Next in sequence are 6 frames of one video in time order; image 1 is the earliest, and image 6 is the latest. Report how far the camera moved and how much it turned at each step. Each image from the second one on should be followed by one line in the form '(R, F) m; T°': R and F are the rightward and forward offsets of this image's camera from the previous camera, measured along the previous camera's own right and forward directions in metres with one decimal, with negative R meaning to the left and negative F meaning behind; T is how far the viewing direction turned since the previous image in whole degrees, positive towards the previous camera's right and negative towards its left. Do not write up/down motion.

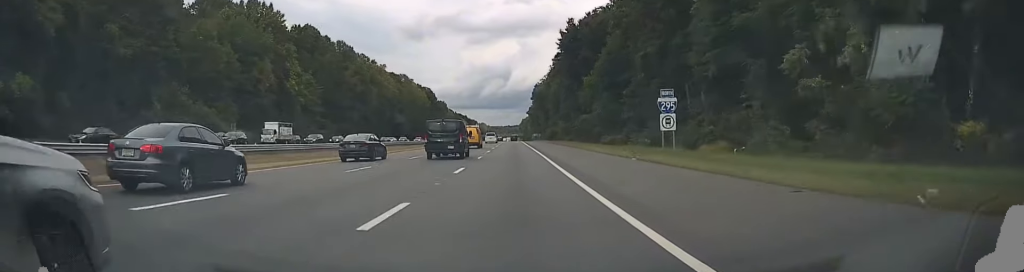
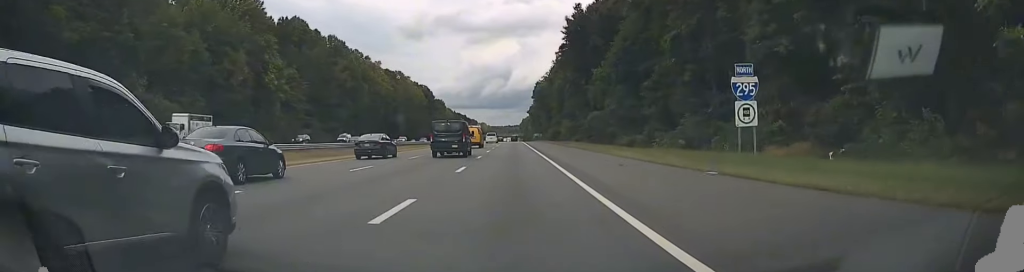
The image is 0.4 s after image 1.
(0.0, +11.2) m; 0°
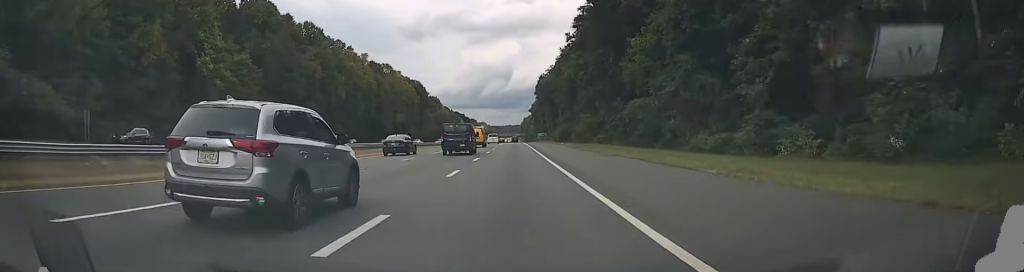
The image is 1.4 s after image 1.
(-0.2, +27.1) m; 0°
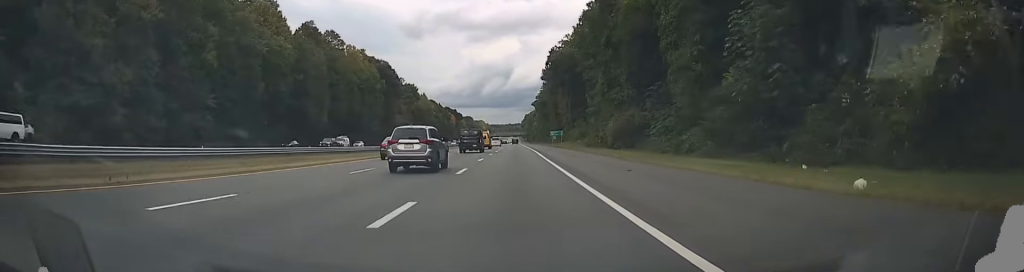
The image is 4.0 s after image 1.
(-0.1, +72.7) m; -1°
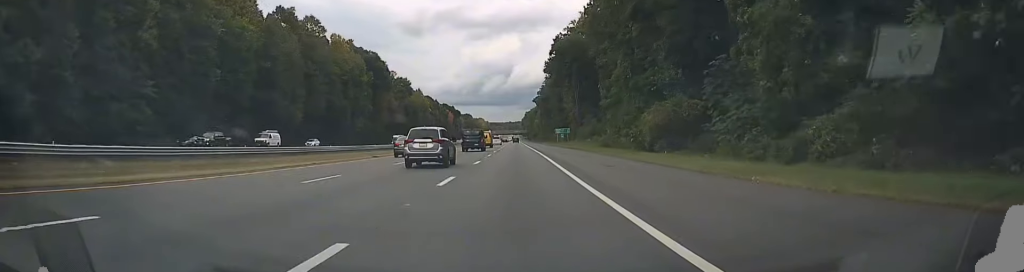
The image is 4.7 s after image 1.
(-0.1, +18.0) m; 0°
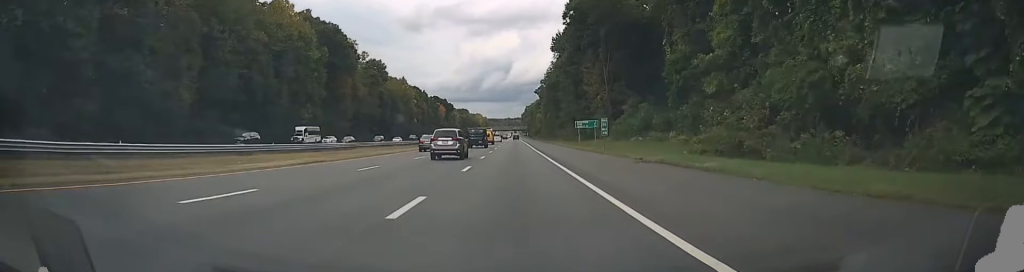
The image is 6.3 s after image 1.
(+0.6, +47.3) m; +2°
